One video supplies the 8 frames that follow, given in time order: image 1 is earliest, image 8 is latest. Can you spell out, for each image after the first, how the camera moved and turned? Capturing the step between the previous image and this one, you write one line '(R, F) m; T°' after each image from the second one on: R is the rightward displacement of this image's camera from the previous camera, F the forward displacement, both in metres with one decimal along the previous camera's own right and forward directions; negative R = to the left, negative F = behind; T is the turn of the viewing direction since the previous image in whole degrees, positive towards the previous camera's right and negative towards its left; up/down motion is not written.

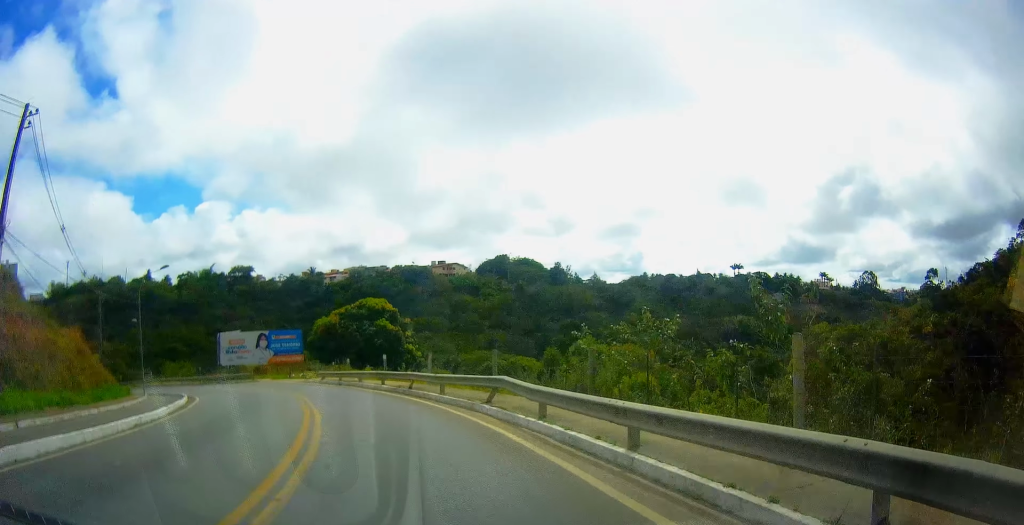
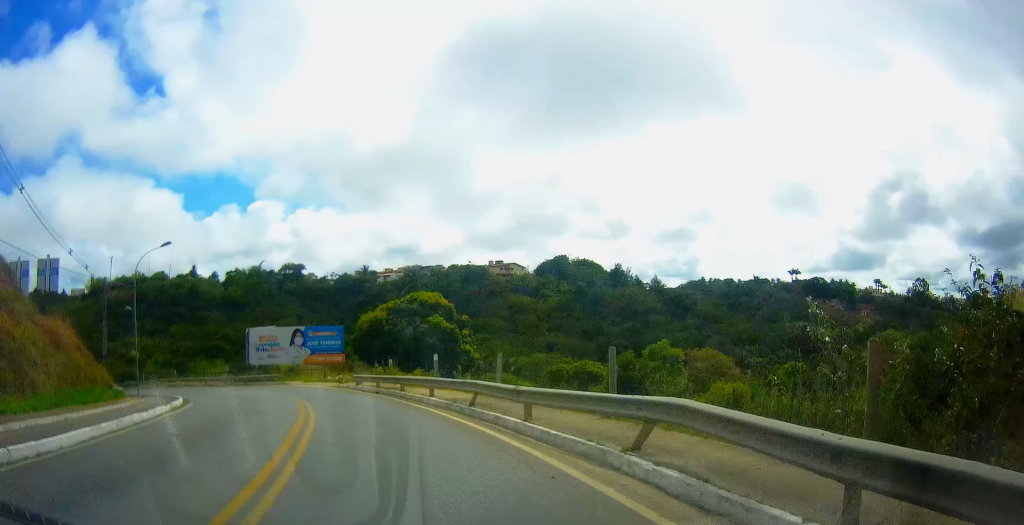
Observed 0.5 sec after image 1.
(-0.5, +8.0) m; -5°
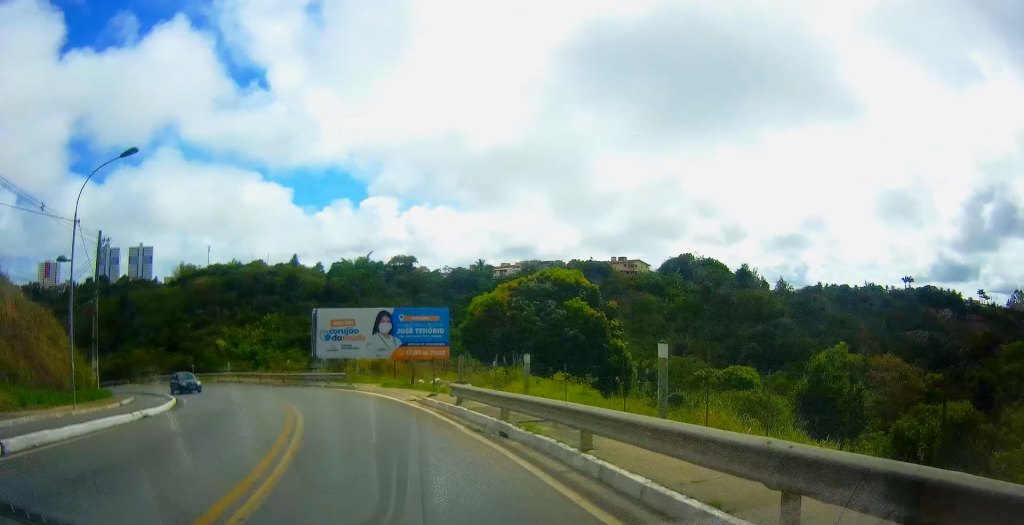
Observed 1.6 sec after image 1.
(-1.3, +16.0) m; -9°
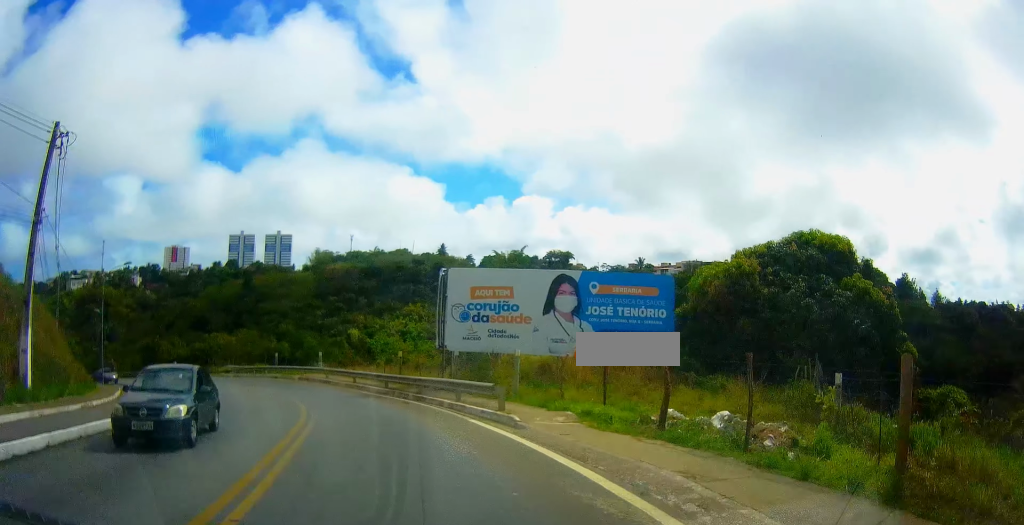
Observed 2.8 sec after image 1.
(-1.6, +17.9) m; -12°
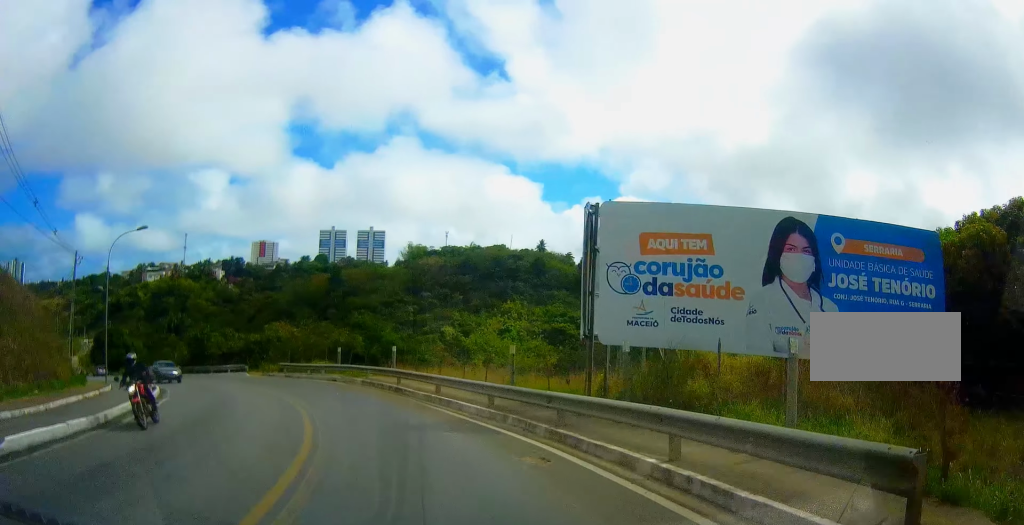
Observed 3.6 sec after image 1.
(-1.0, +11.0) m; -11°
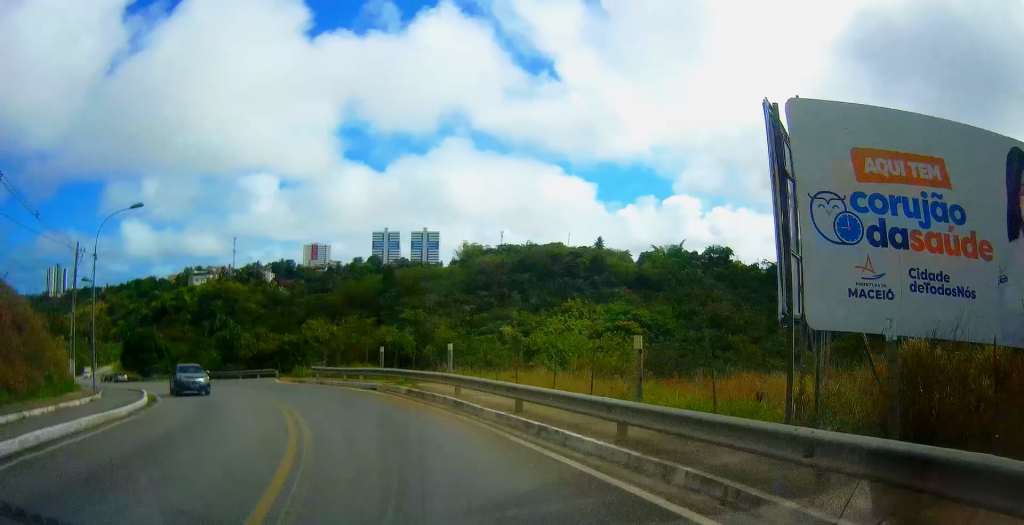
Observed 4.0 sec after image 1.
(0.0, +6.8) m; -8°
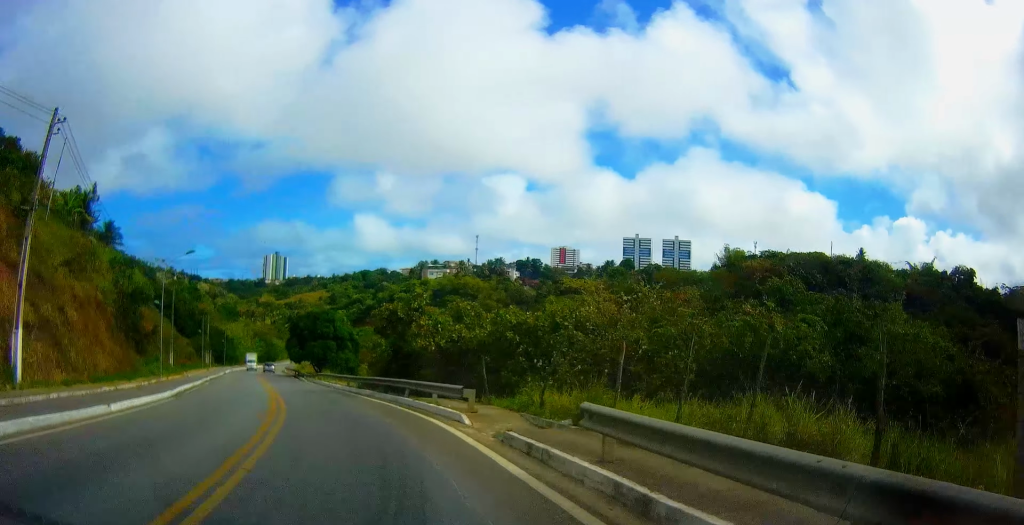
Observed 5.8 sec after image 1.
(-4.3, +24.2) m; -14°
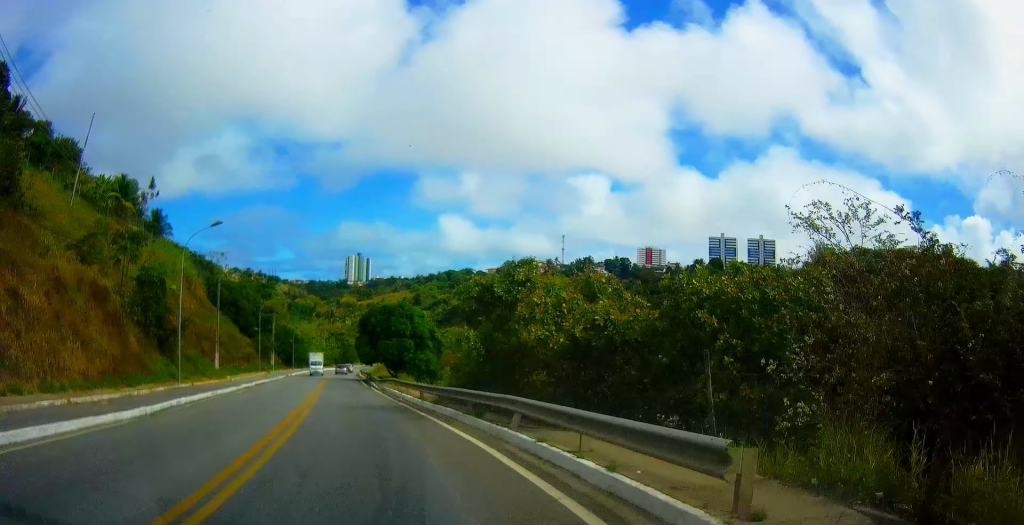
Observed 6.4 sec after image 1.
(-0.2, +9.6) m; -7°
